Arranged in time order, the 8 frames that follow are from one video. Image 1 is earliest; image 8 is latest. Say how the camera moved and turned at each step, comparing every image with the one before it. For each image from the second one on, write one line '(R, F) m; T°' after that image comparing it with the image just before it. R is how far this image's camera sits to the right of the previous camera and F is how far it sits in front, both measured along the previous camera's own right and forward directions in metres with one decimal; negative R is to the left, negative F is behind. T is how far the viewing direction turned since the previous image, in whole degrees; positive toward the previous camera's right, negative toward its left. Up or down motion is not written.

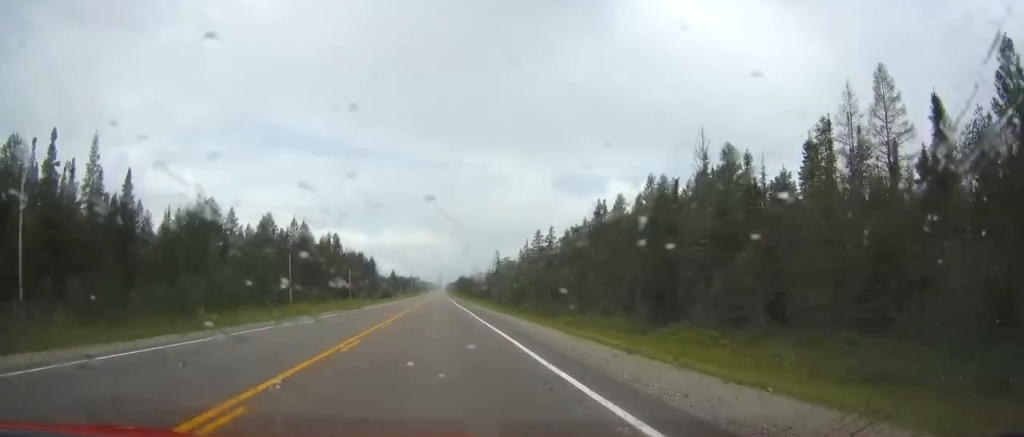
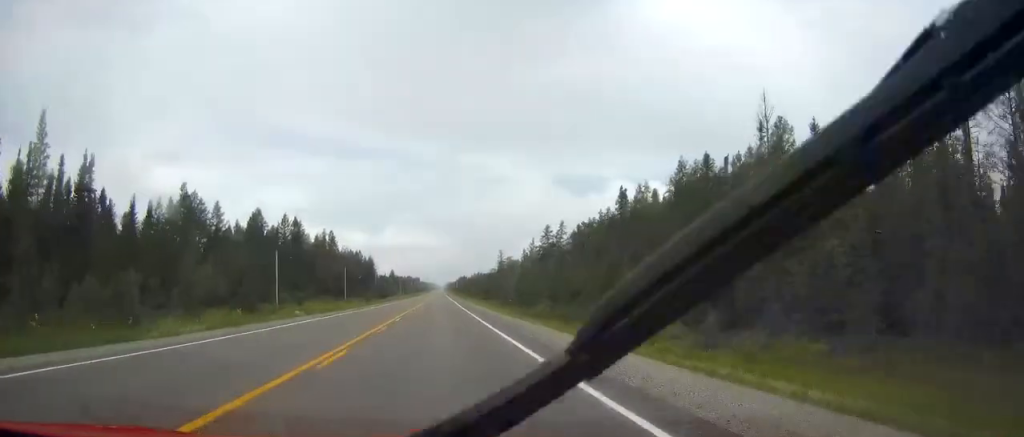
(-0.1, +11.5) m; 0°
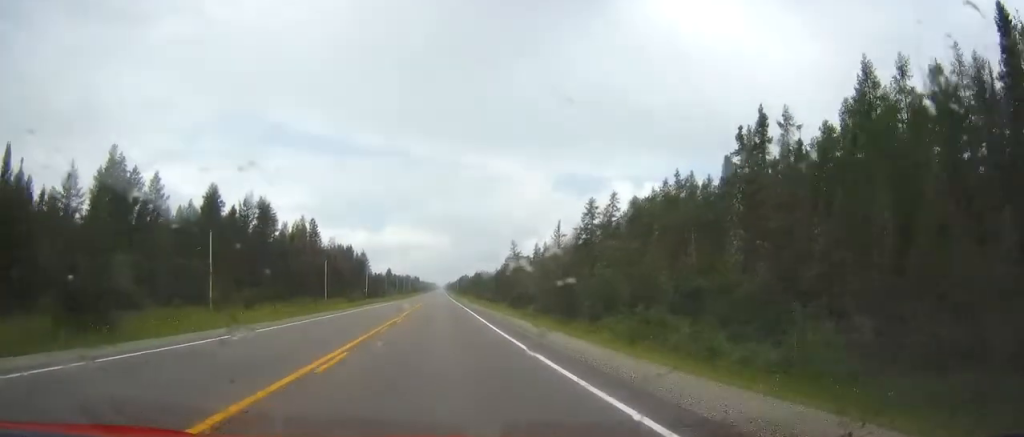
(+0.1, +36.4) m; 0°
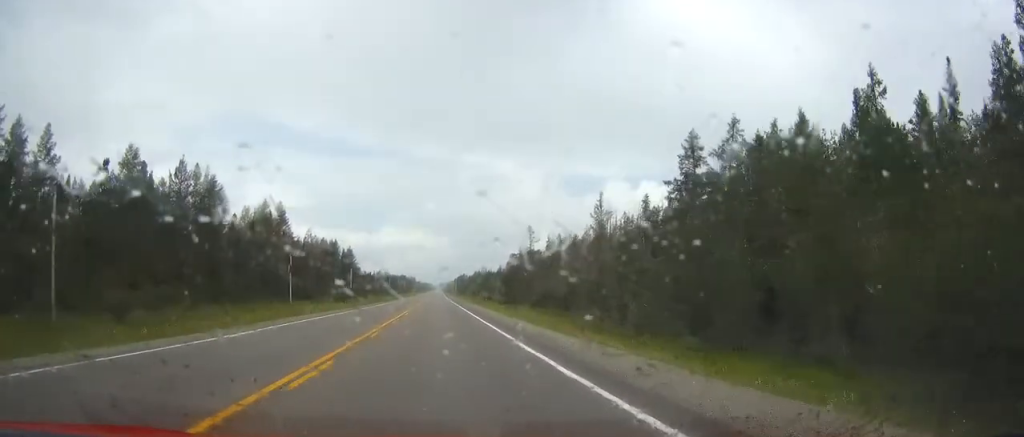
(-0.2, +38.4) m; 0°
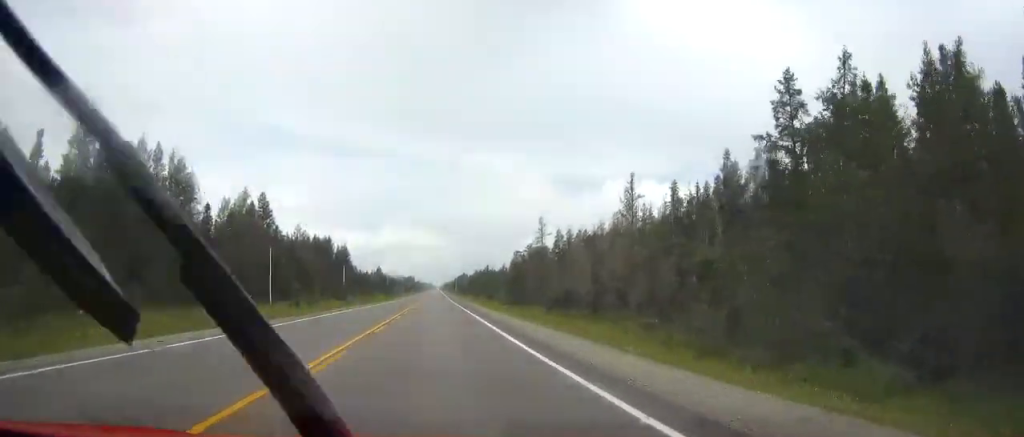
(+0.1, +16.3) m; 0°
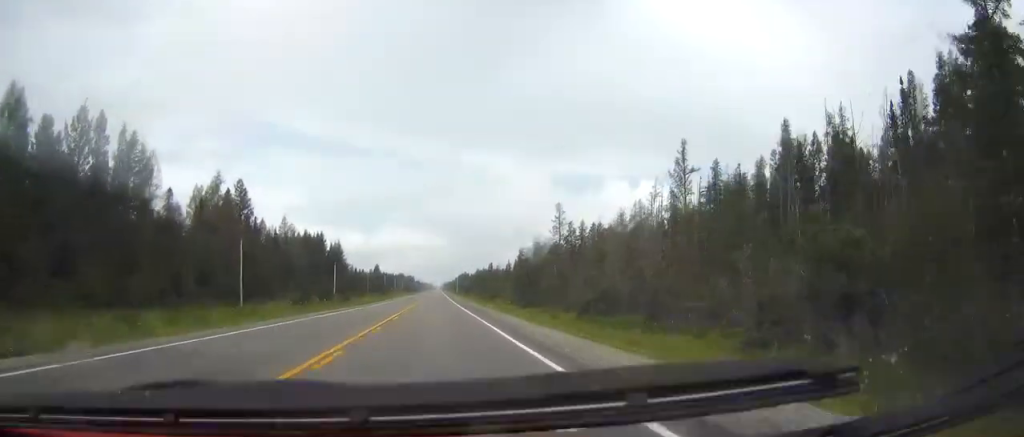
(0.0, +18.2) m; 0°
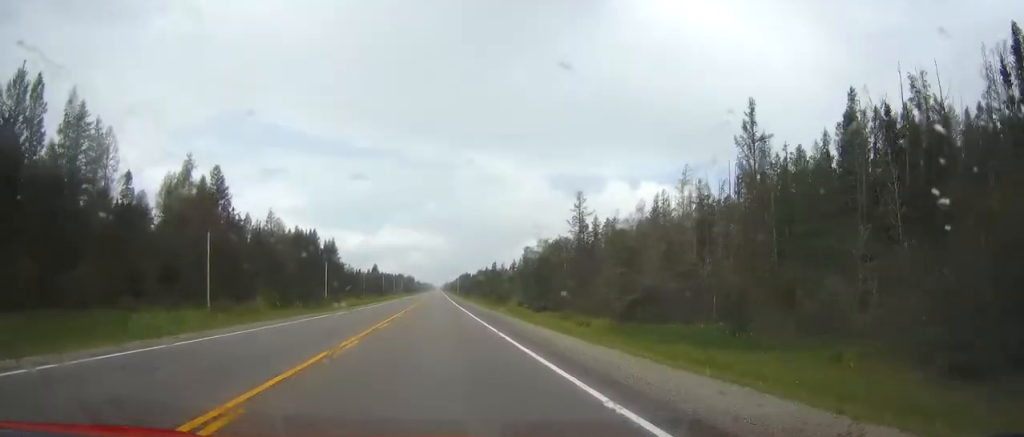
(0.0, +15.3) m; 0°
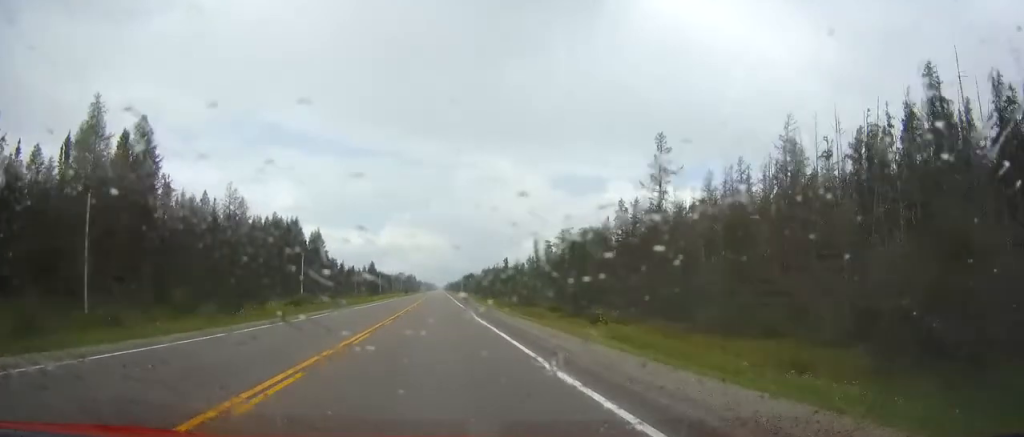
(0.0, +33.5) m; 0°
